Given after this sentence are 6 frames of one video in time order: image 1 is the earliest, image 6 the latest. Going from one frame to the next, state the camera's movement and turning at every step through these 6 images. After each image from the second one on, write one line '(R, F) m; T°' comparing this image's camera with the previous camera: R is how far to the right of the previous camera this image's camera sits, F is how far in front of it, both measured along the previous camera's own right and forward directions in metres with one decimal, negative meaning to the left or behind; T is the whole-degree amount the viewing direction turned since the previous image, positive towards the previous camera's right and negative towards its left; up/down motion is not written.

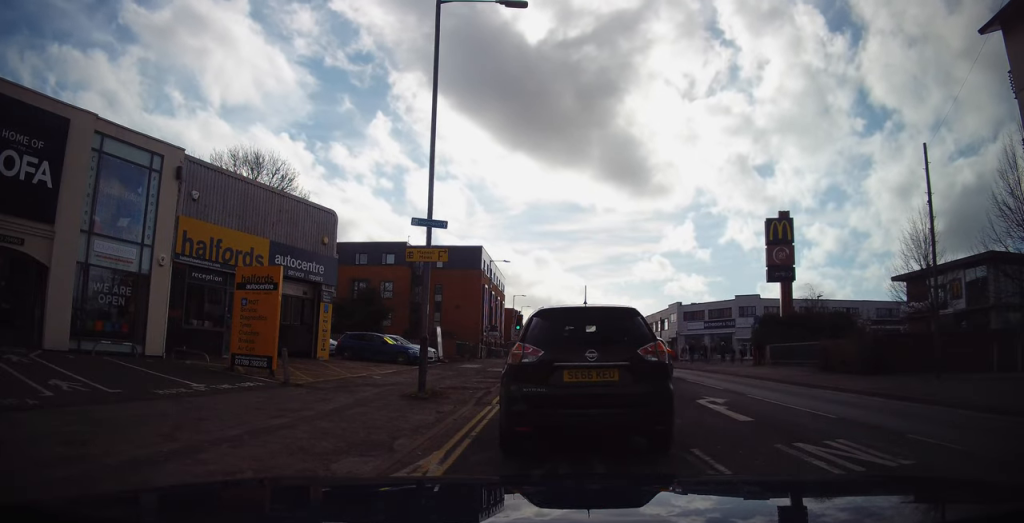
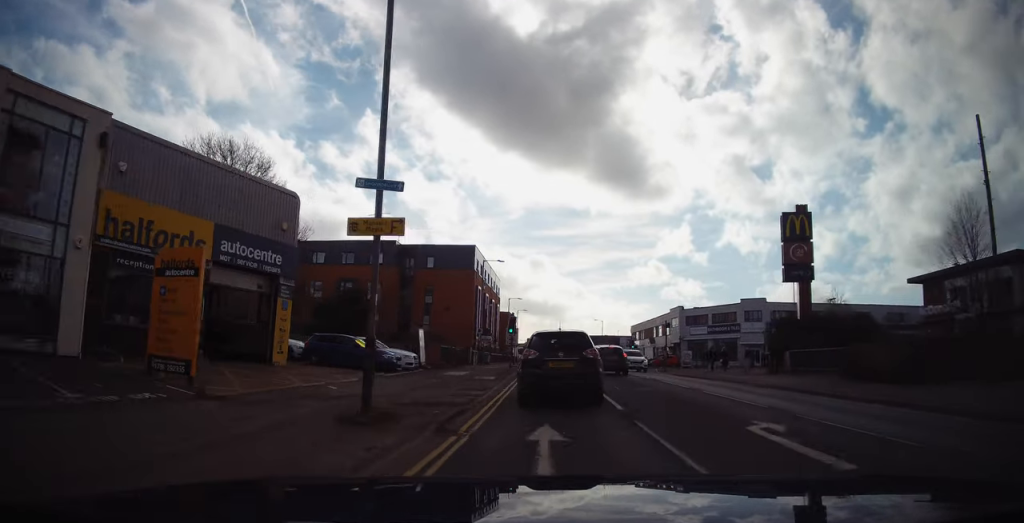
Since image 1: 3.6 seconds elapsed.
(0.0, +9.4) m; 0°
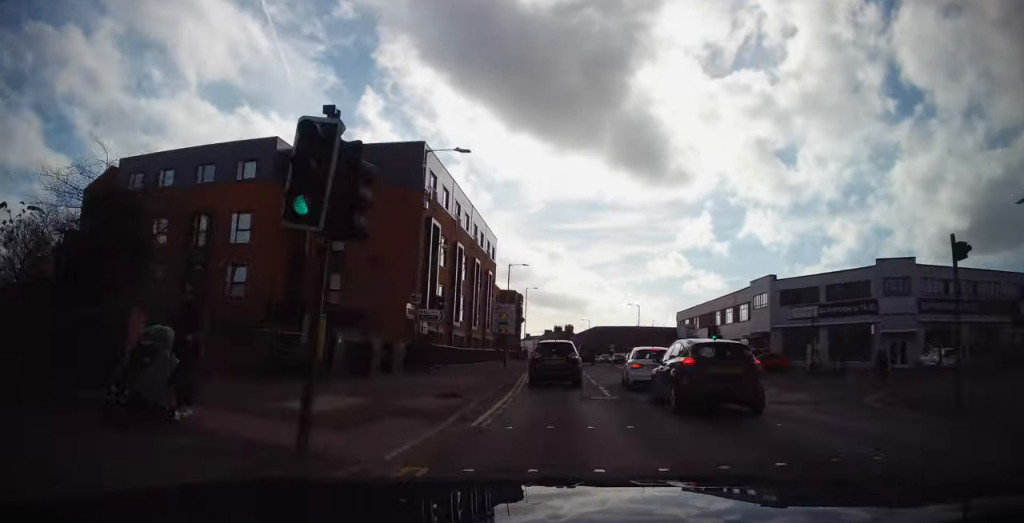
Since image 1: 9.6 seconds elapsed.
(+0.1, +23.2) m; +1°
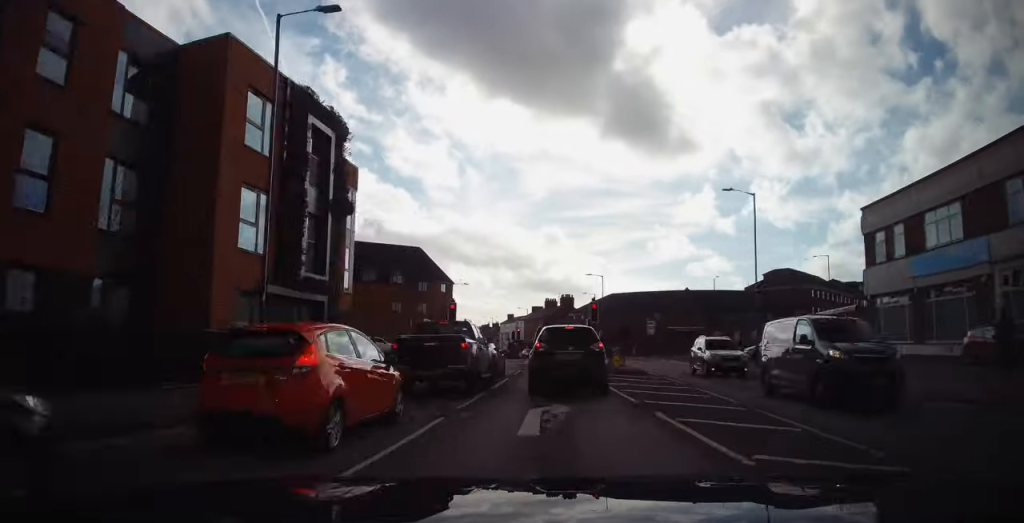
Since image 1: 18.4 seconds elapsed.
(+0.2, +35.5) m; 0°
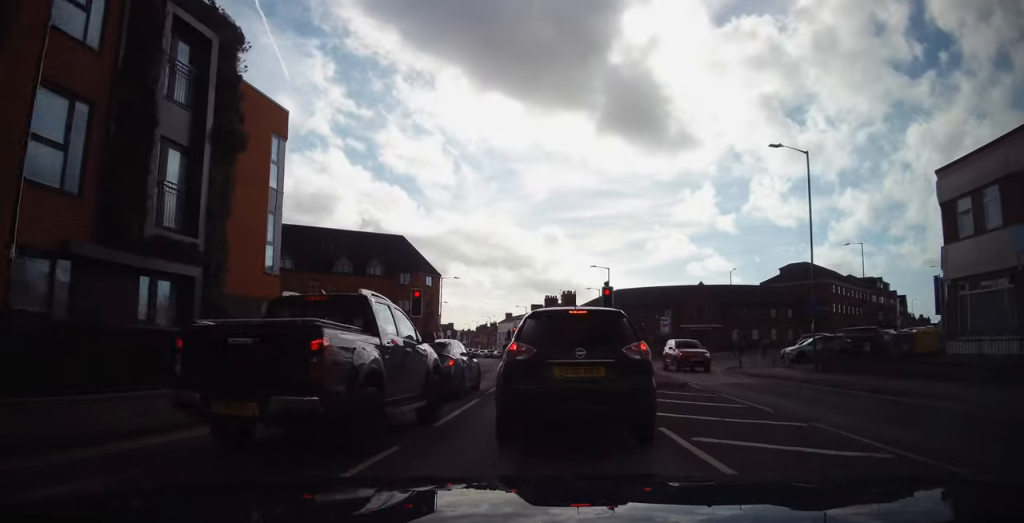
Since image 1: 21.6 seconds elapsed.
(0.0, +10.3) m; -1°
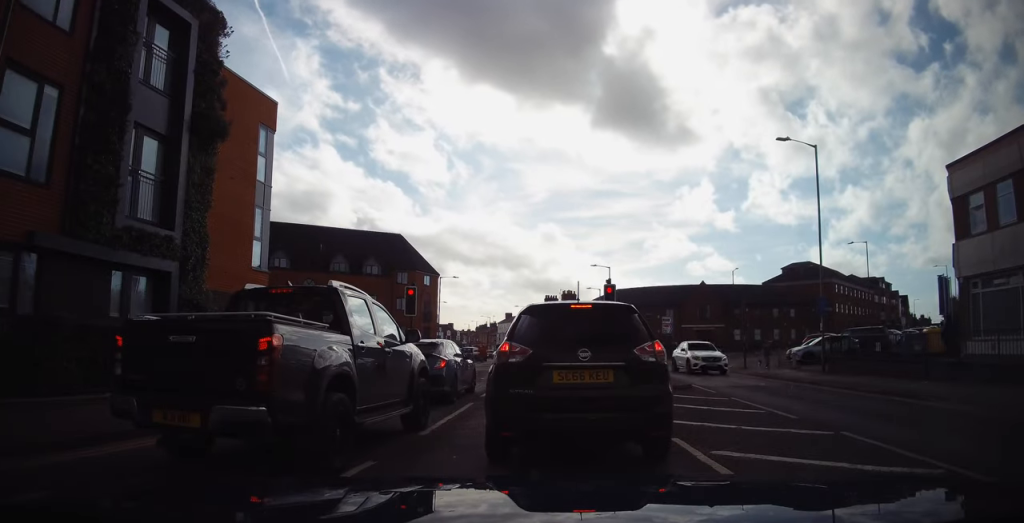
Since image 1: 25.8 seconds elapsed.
(0.0, +9.6) m; -1°
